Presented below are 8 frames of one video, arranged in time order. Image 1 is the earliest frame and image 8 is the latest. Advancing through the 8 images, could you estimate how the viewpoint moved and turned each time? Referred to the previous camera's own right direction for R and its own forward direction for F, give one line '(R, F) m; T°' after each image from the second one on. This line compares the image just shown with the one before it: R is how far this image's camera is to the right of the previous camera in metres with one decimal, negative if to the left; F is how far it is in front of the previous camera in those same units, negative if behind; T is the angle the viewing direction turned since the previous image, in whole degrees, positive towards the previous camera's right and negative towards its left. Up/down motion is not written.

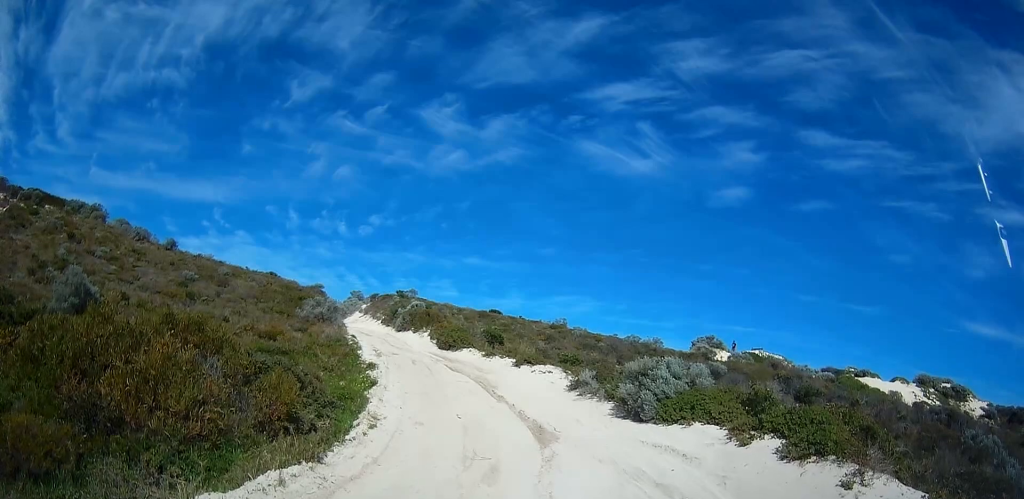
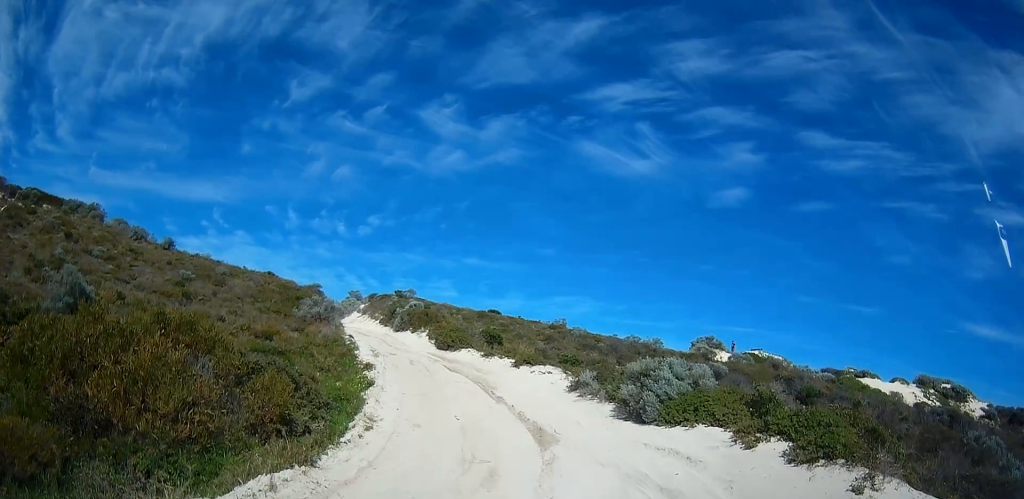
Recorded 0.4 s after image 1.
(0.0, +0.3) m; 0°
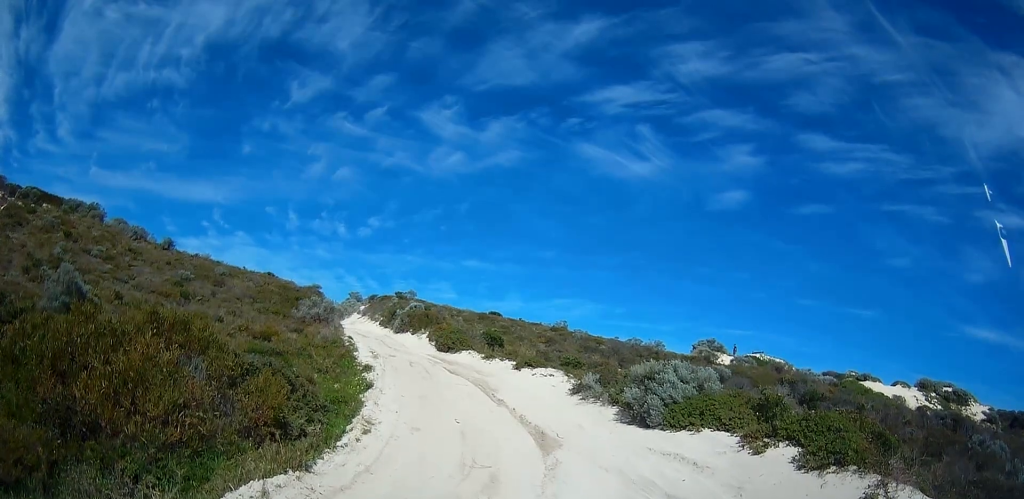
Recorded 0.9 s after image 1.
(0.0, +0.3) m; 0°
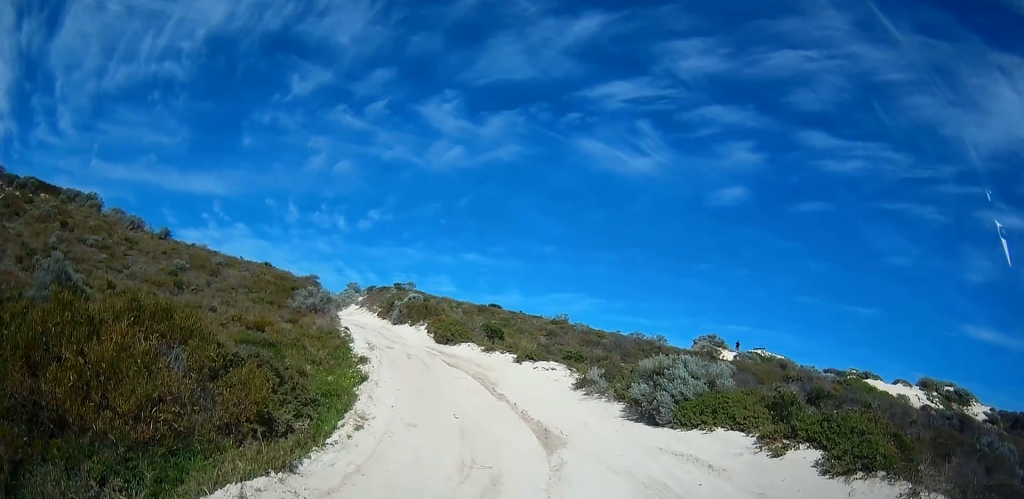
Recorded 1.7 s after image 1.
(-0.3, +0.4) m; 0°
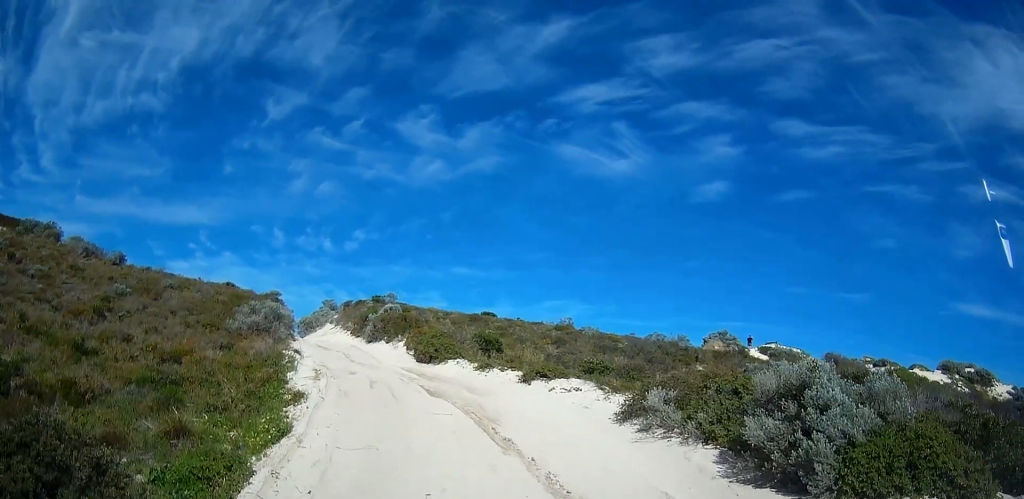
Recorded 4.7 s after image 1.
(-1.5, +3.6) m; -7°
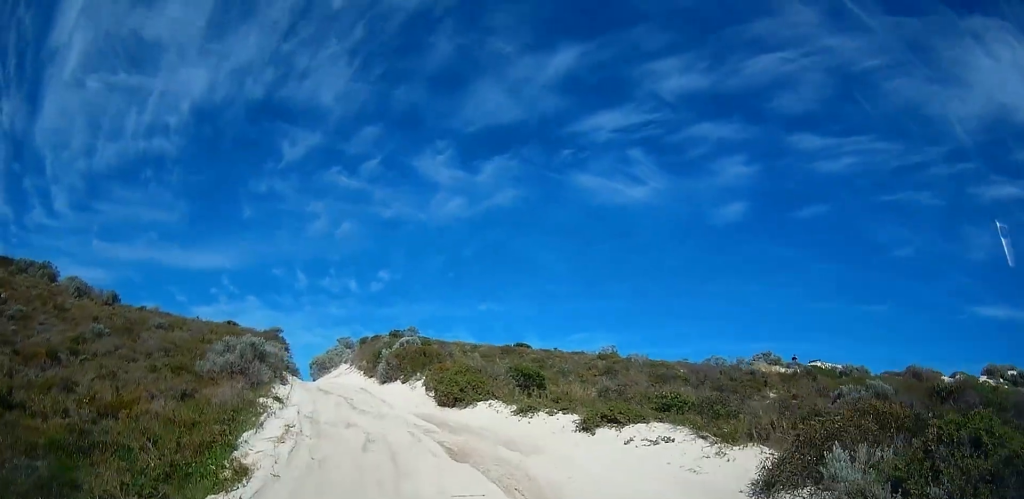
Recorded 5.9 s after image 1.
(-0.2, +3.3) m; -3°
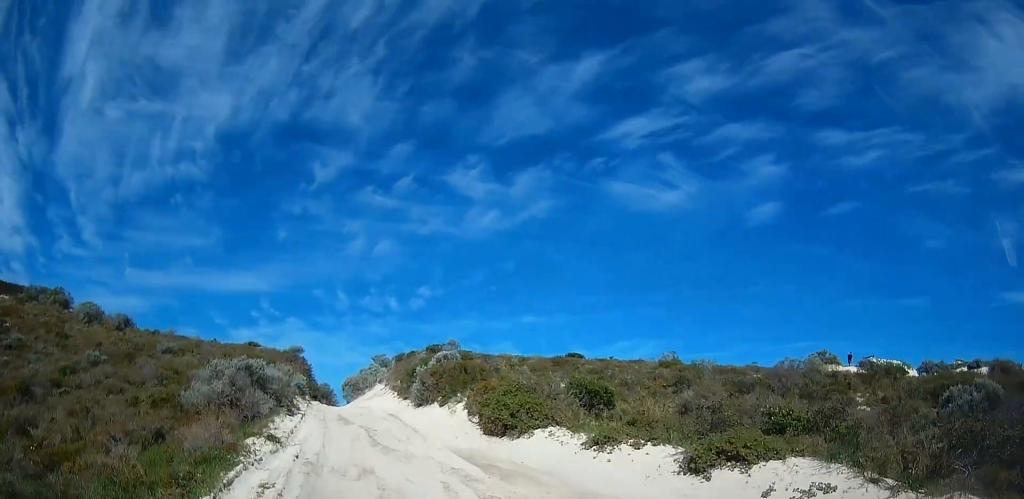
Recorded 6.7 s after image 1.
(+0.1, +2.4) m; -6°
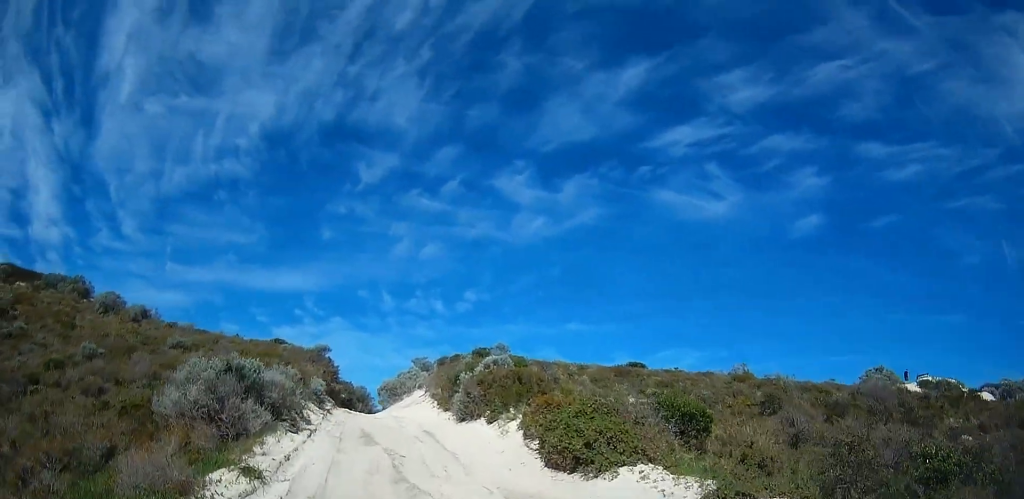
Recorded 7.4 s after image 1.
(-0.2, +2.6) m; -10°
